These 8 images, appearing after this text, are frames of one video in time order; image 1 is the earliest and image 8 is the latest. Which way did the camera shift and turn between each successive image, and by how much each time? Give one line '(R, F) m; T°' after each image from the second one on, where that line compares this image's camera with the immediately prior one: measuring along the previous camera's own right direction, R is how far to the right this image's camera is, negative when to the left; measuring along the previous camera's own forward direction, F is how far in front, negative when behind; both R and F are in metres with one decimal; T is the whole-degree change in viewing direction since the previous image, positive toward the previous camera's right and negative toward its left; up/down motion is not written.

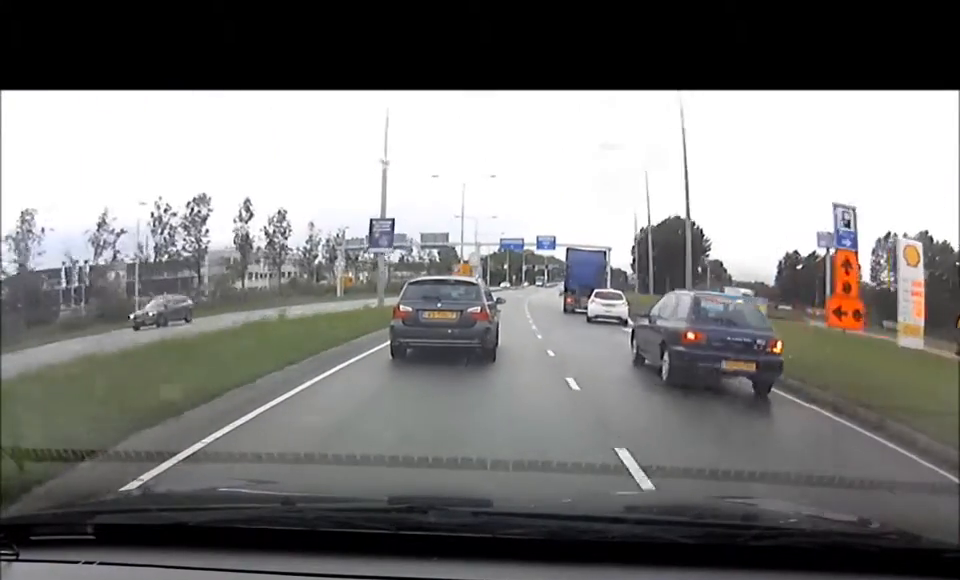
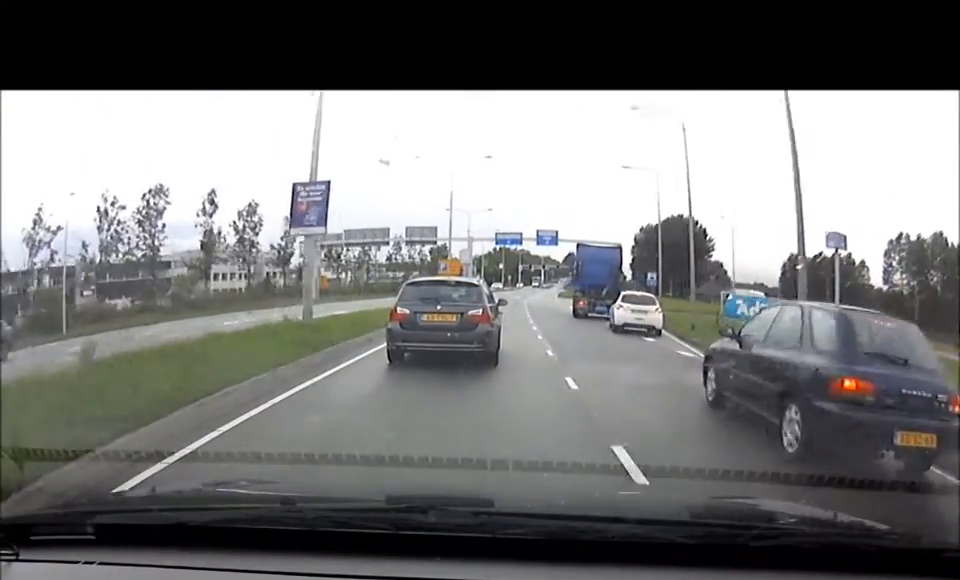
(0.0, +6.3) m; 0°
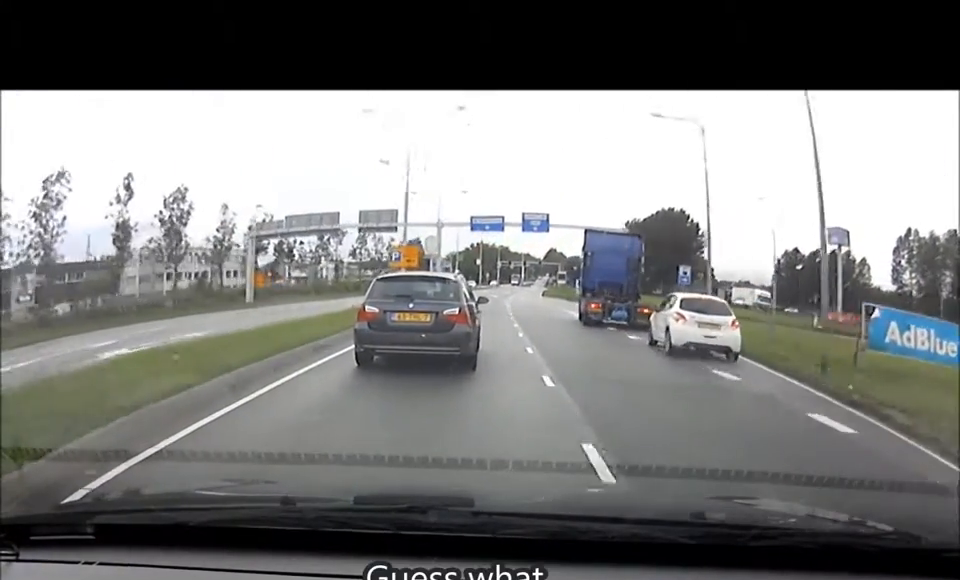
(0.0, +10.1) m; +1°
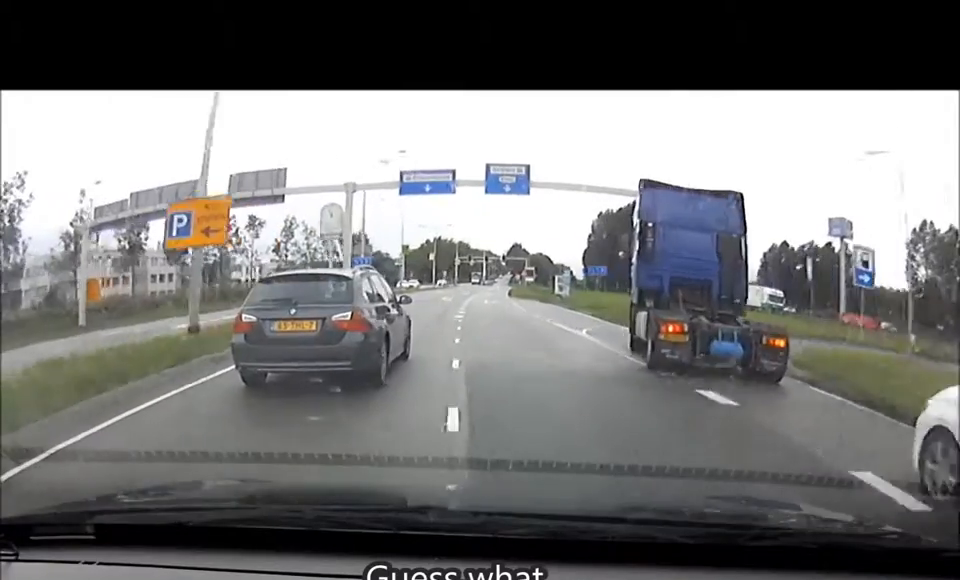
(+0.1, +17.3) m; +1°
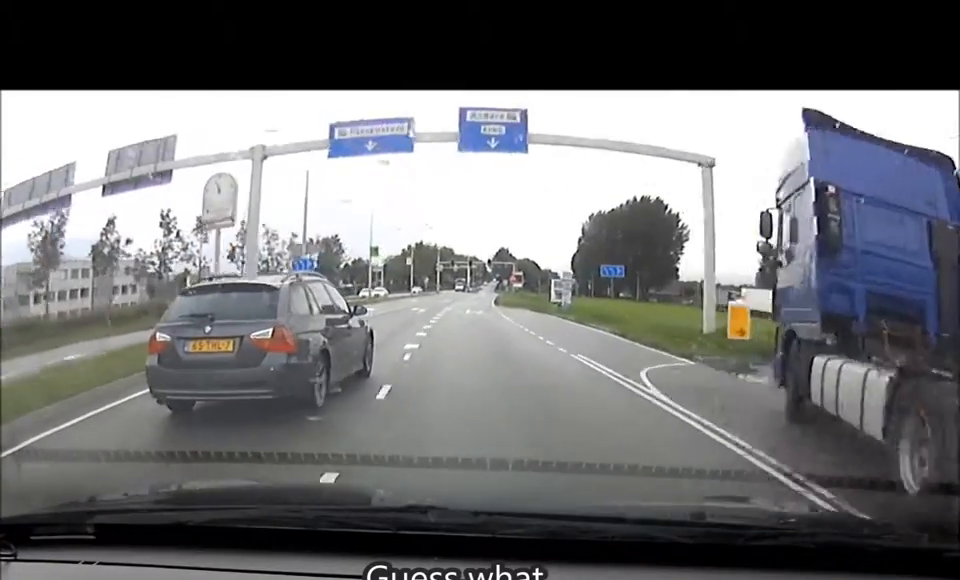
(-0.1, +9.5) m; +1°
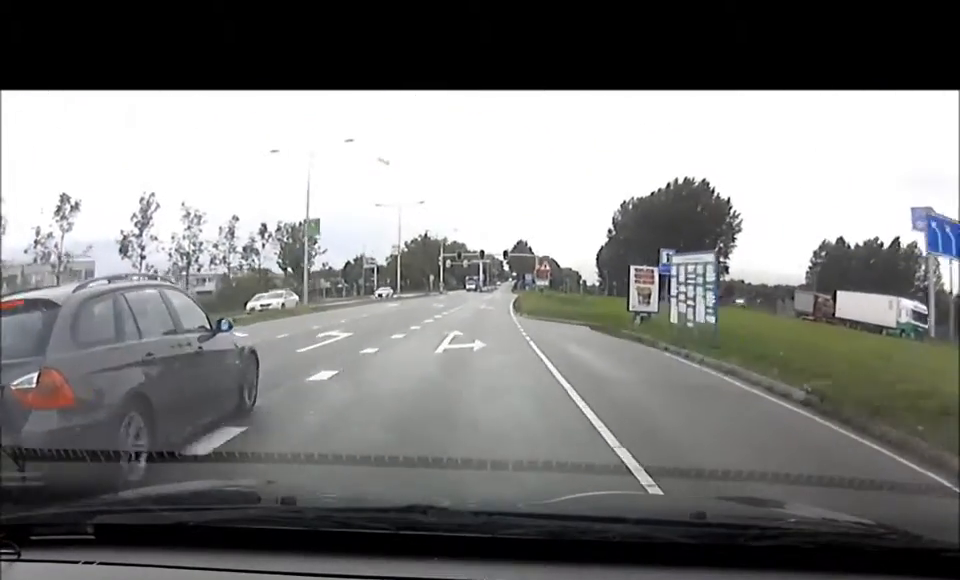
(+0.5, +24.5) m; +2°
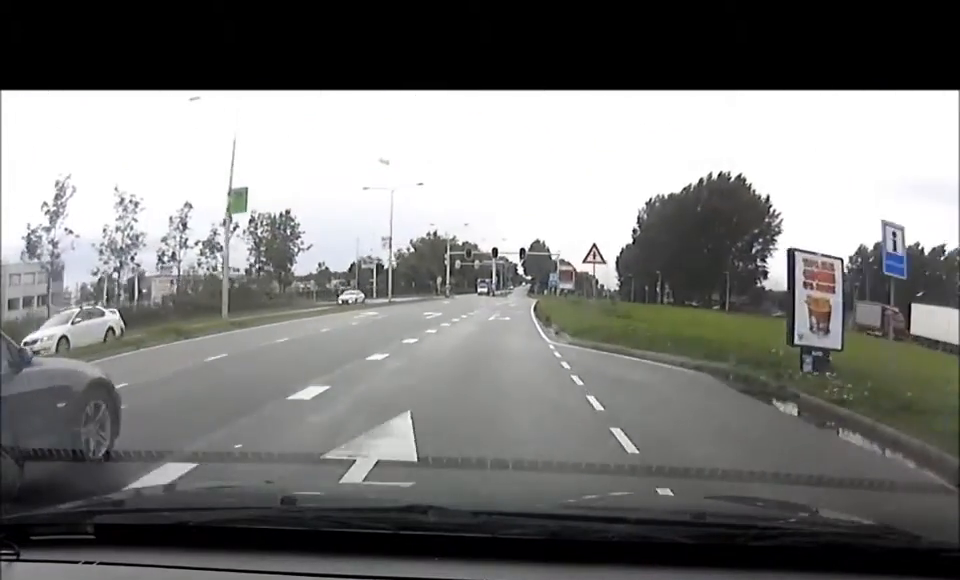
(0.0, +13.0) m; 0°
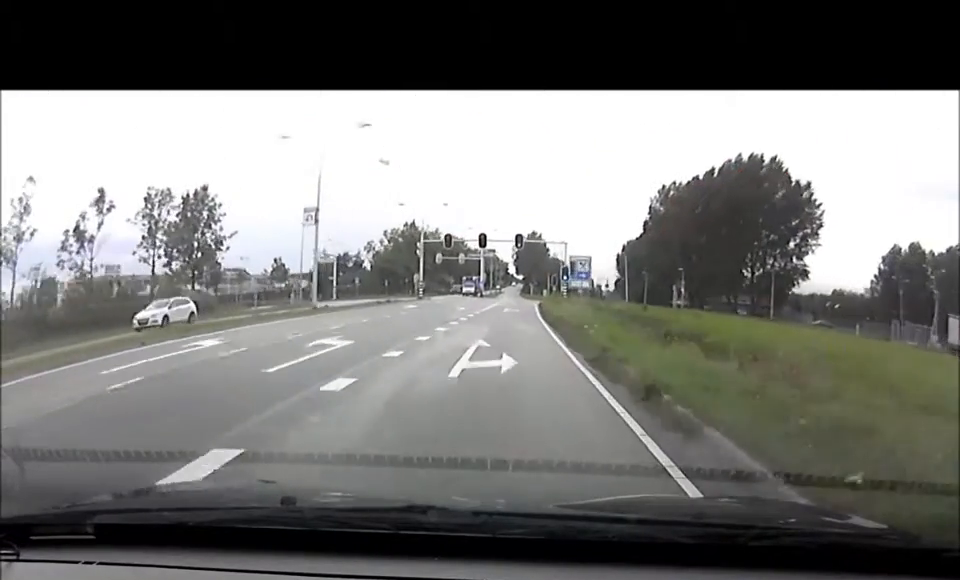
(+0.1, +18.1) m; +1°
